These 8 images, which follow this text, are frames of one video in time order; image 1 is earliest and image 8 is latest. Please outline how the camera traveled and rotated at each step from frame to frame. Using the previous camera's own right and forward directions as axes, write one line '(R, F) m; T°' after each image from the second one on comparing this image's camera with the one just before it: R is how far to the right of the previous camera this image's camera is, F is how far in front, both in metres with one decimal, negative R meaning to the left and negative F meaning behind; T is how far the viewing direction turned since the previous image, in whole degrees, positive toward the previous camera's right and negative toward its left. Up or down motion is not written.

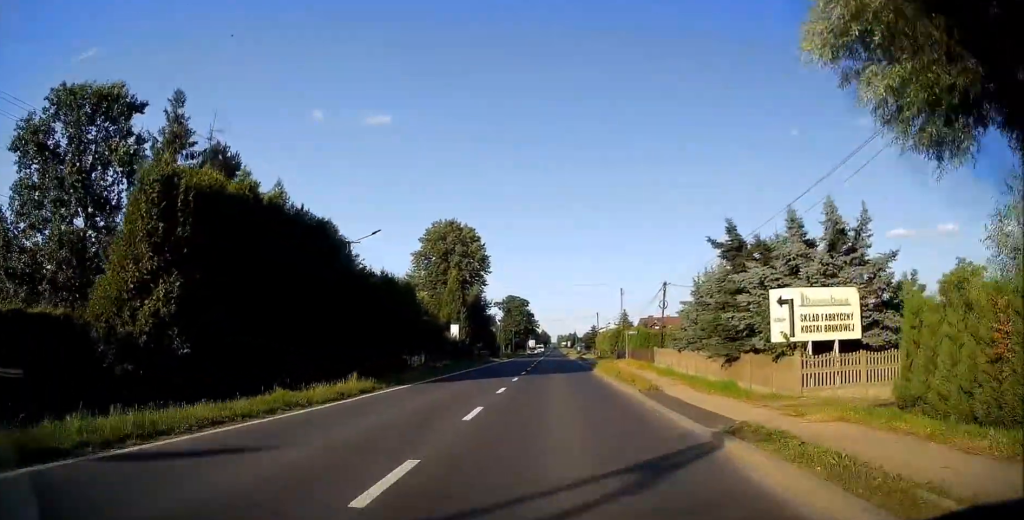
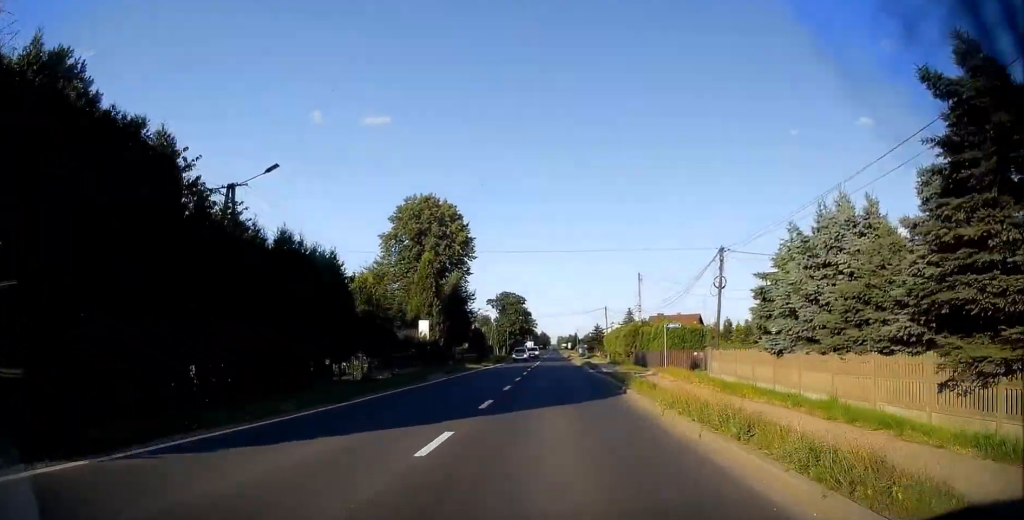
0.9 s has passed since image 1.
(+0.1, +15.5) m; -1°
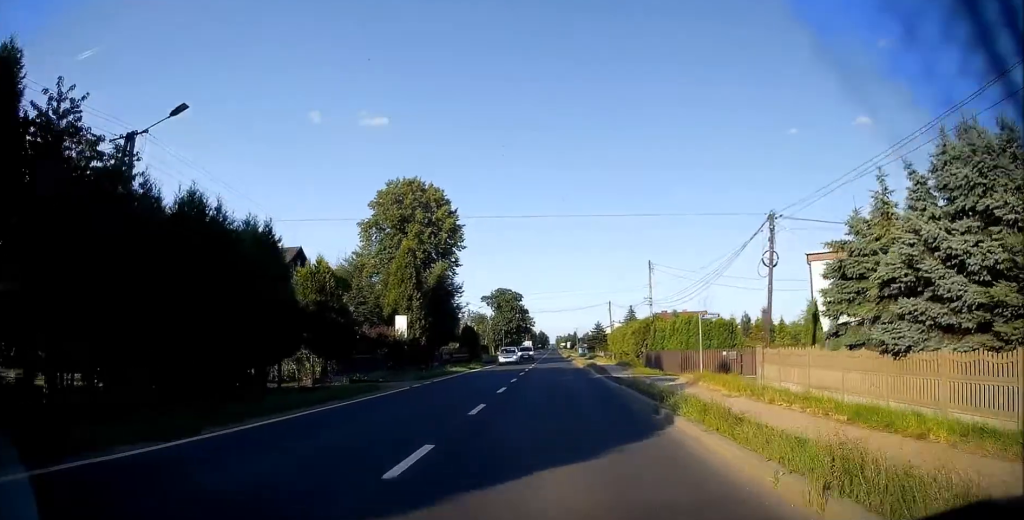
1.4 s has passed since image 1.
(0.0, +7.2) m; 0°
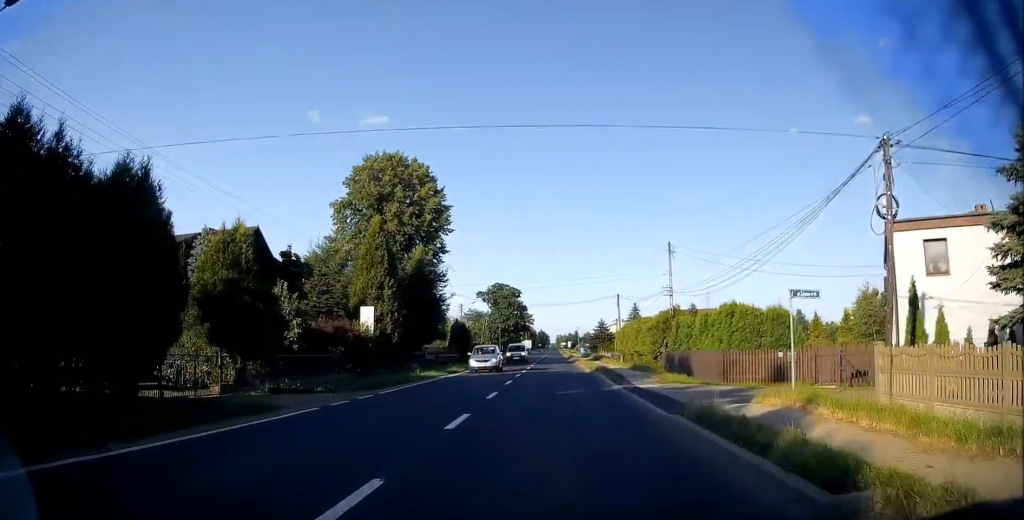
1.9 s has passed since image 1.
(-0.2, +8.3) m; 0°
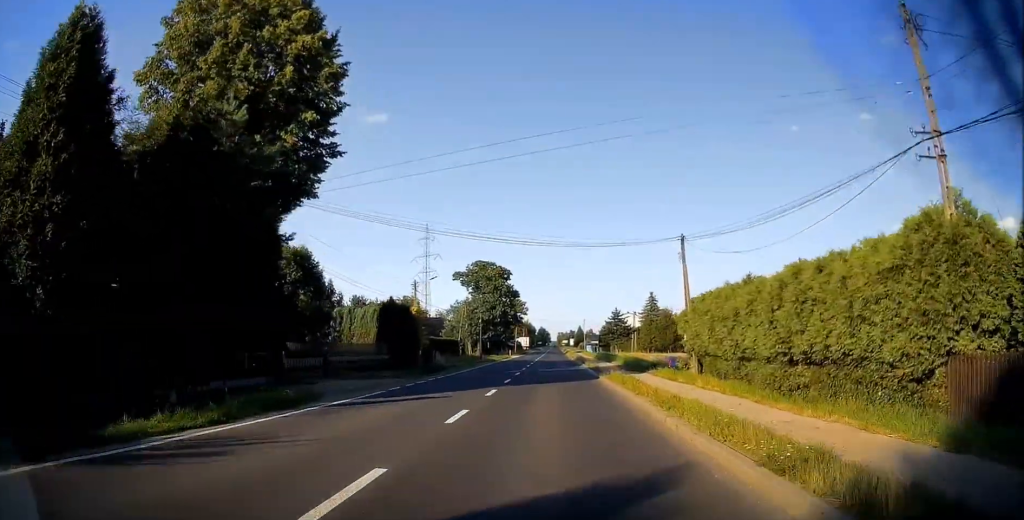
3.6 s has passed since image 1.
(+0.4, +29.2) m; +1°
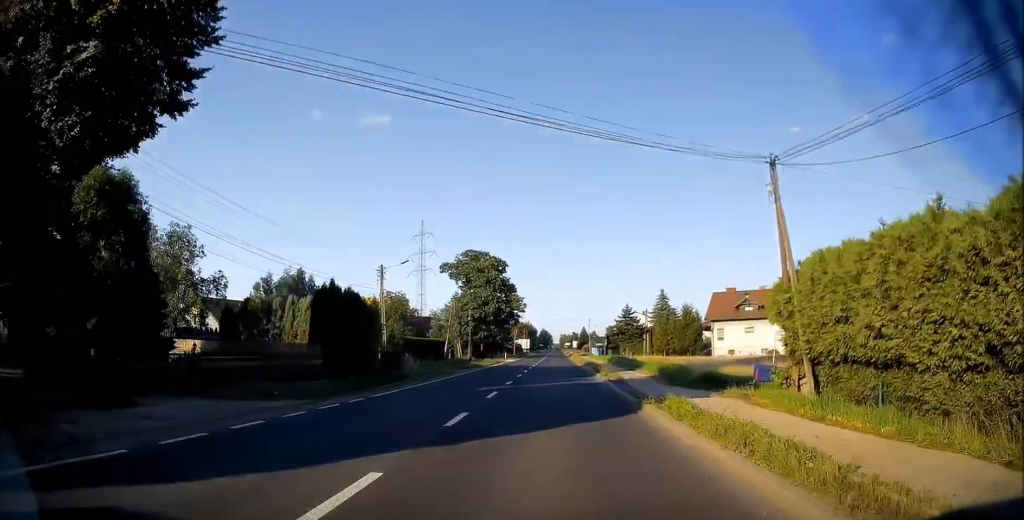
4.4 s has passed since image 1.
(0.0, +12.2) m; -1°
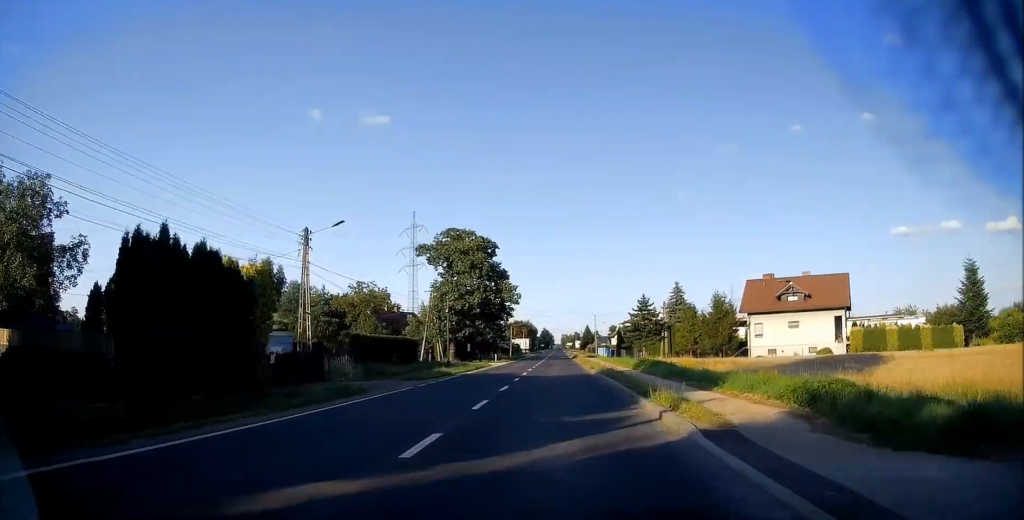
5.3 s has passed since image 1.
(-0.2, +15.0) m; 0°
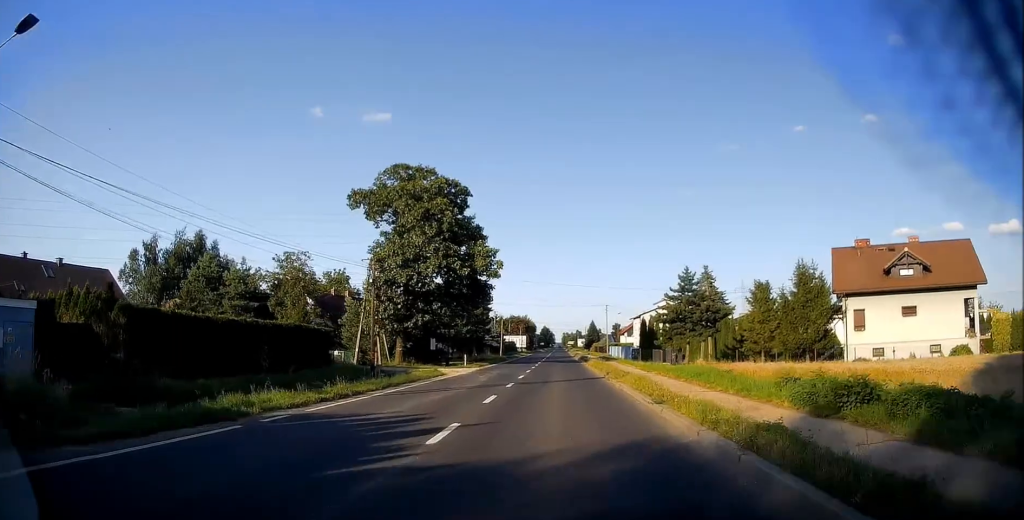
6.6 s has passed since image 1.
(+0.2, +22.9) m; -1°
